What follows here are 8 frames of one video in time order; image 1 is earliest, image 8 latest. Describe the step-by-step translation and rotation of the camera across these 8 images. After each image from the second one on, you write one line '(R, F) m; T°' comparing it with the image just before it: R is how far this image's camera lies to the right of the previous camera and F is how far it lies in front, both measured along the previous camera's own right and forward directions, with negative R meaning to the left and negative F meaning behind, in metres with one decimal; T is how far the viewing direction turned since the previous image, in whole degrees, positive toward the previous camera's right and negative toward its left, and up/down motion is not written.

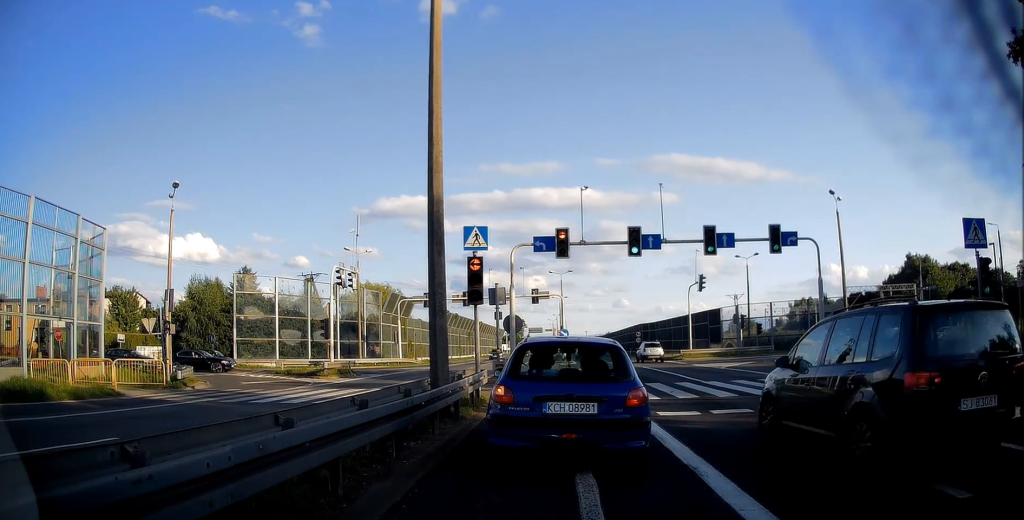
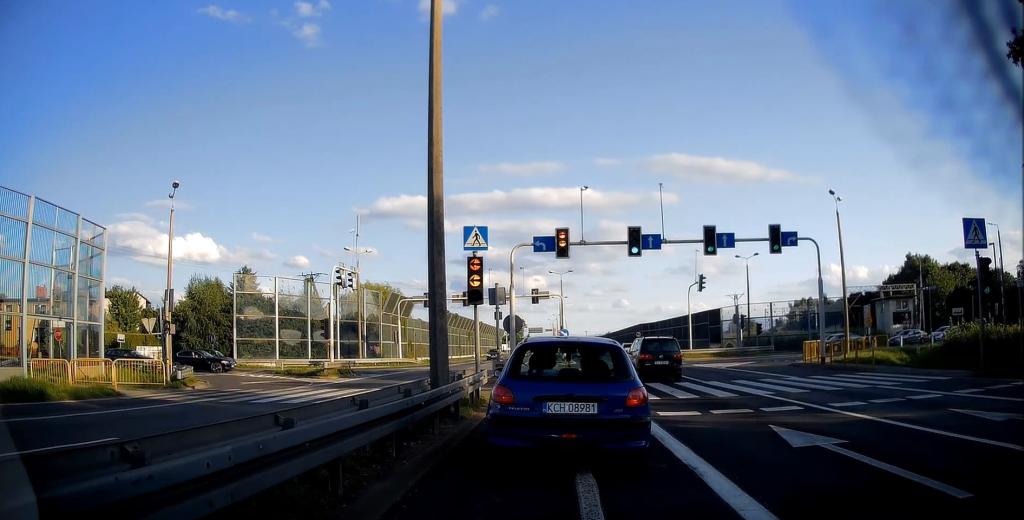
(0.0, 0.0) m; 0°
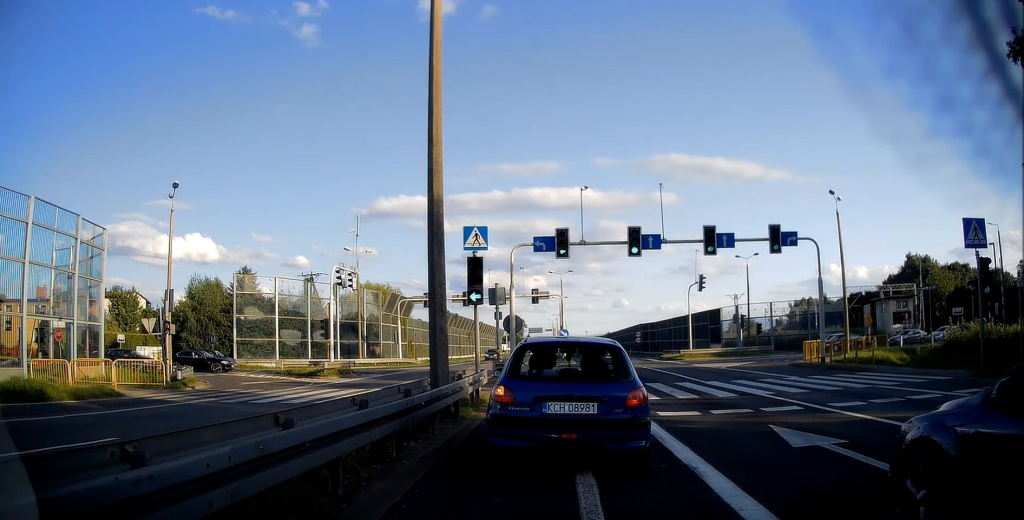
(0.0, 0.0) m; 0°
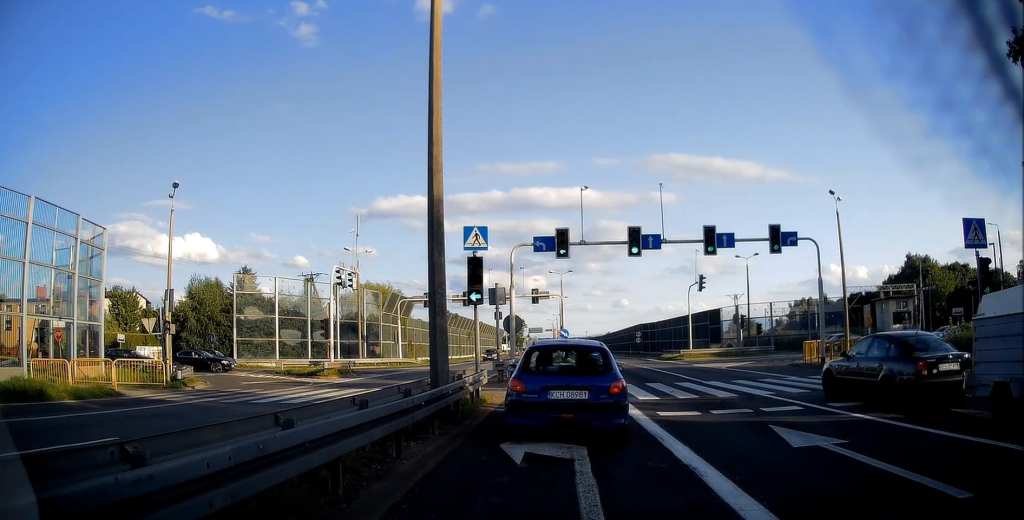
(0.0, 0.0) m; 0°
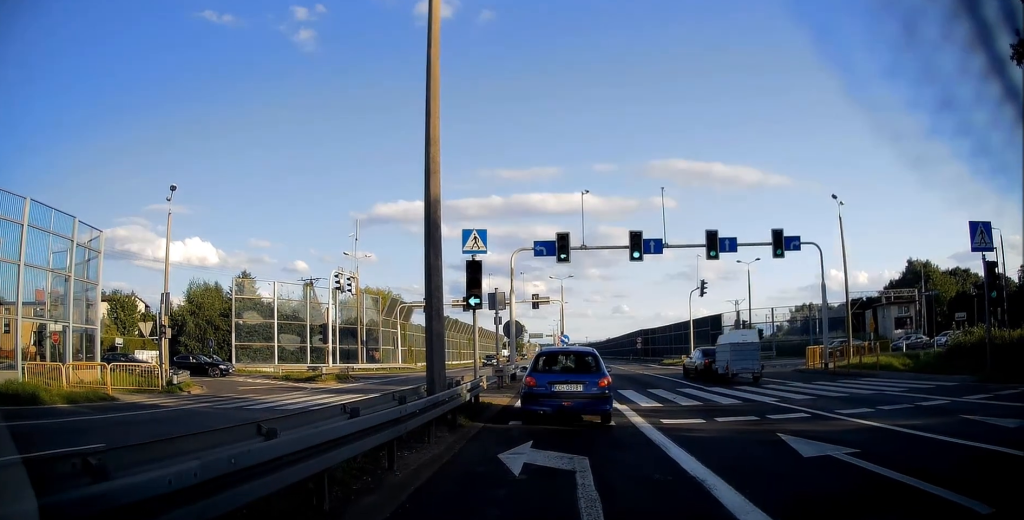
(0.0, +0.6) m; -1°
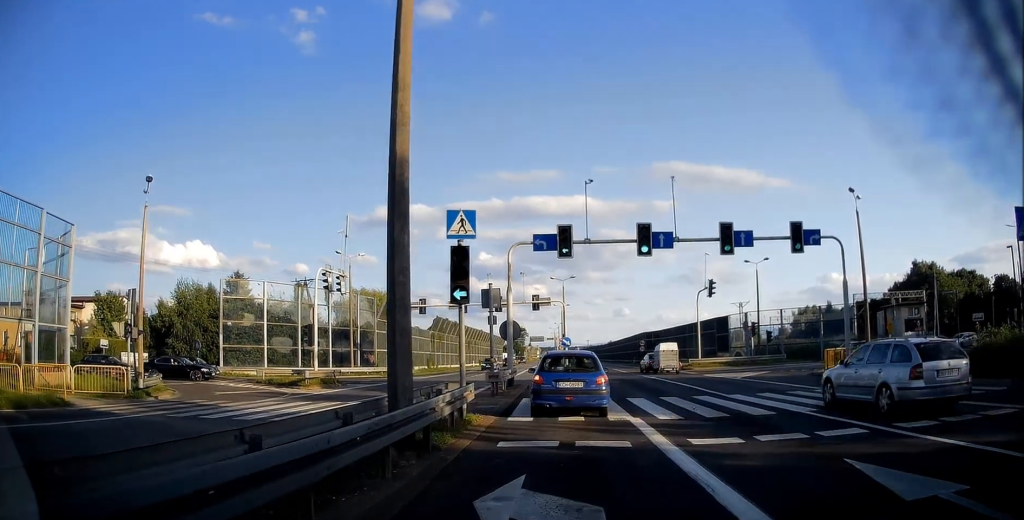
(0.0, +2.8) m; -1°
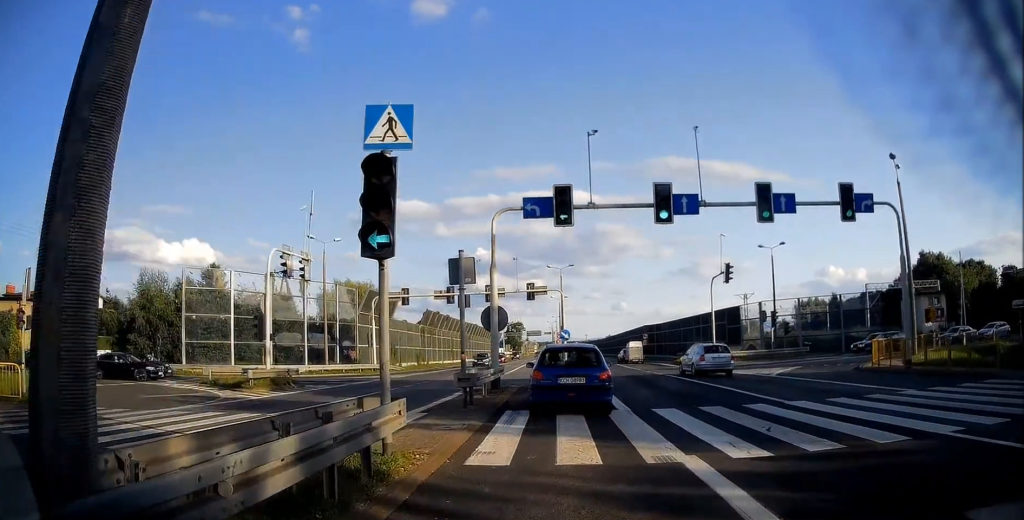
(0.0, +5.8) m; 0°
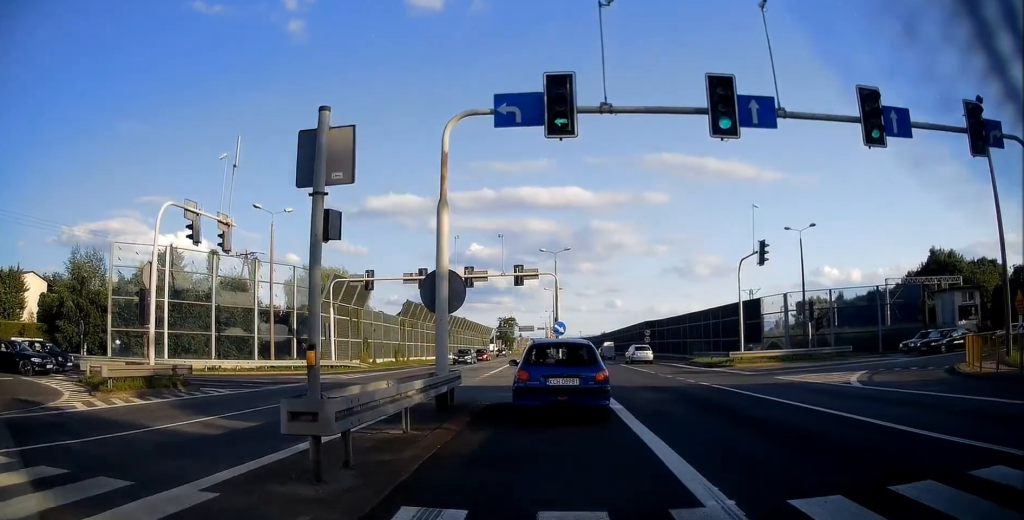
(0.0, +7.4) m; +1°
